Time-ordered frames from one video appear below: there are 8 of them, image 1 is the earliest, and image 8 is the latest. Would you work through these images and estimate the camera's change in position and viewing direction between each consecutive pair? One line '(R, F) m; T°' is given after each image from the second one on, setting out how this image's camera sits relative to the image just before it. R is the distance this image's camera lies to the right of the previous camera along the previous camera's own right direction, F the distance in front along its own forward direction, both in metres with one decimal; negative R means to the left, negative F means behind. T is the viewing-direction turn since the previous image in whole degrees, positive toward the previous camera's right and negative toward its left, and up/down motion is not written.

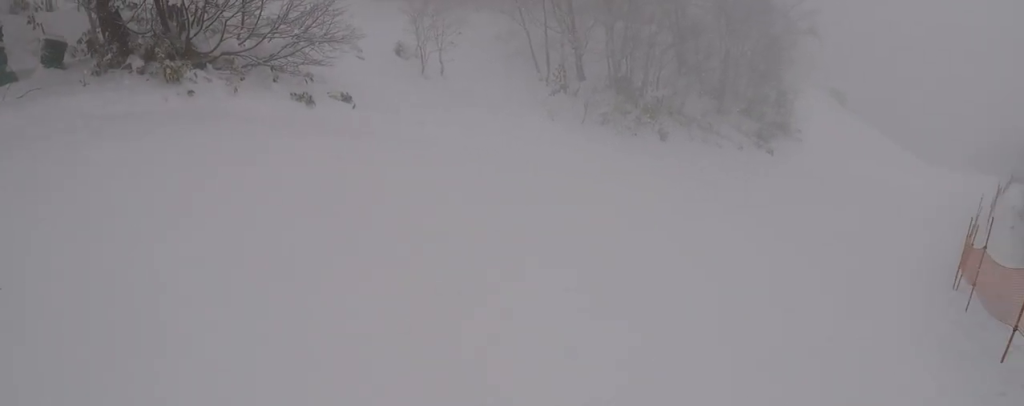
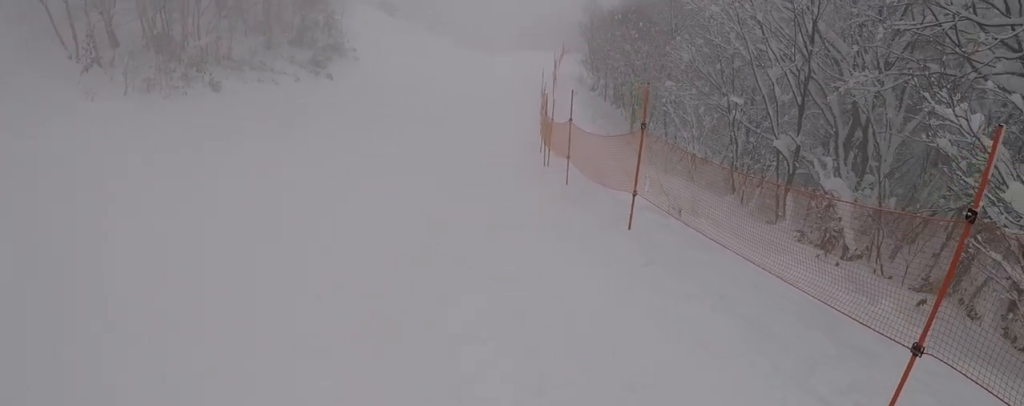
(-0.2, +2.5) m; -13°
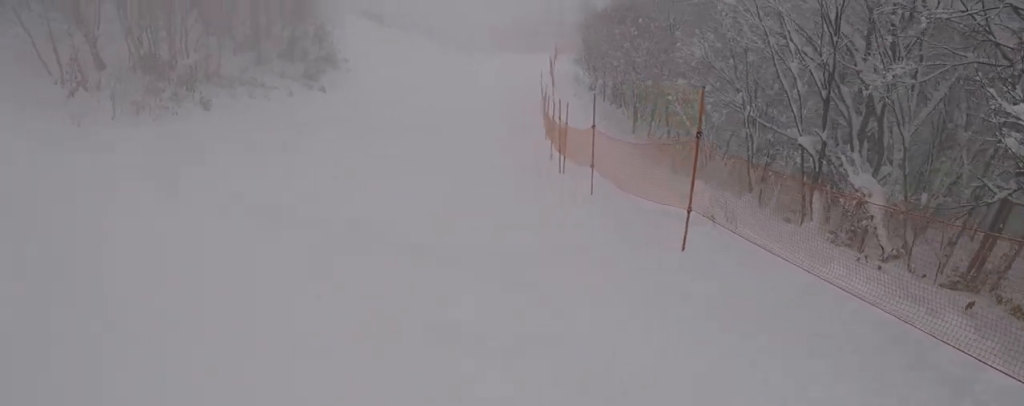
(-0.4, +2.0) m; +4°
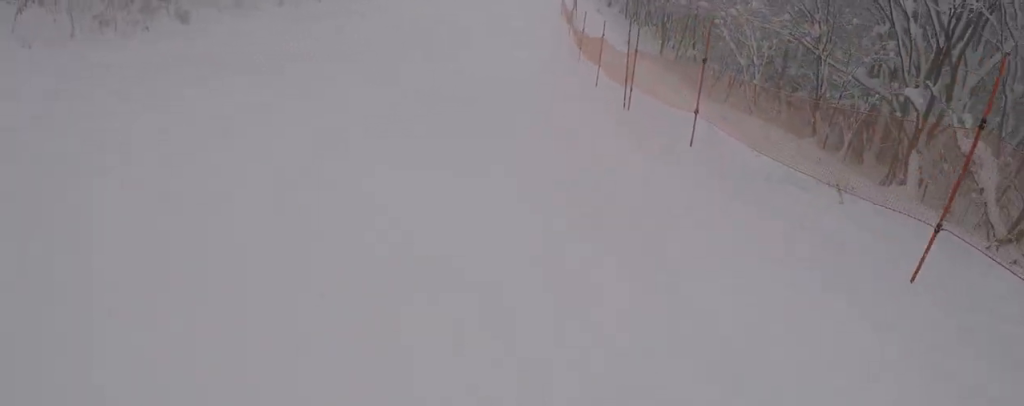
(+0.5, +4.7) m; +7°
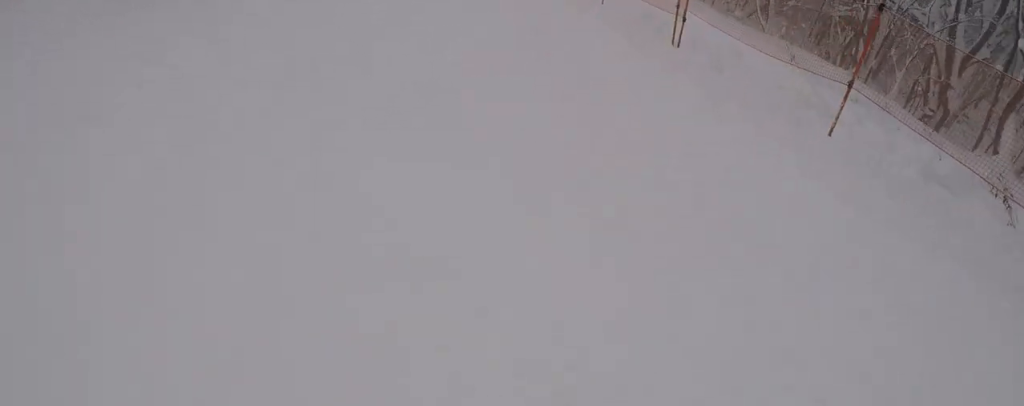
(+0.3, +4.8) m; +4°
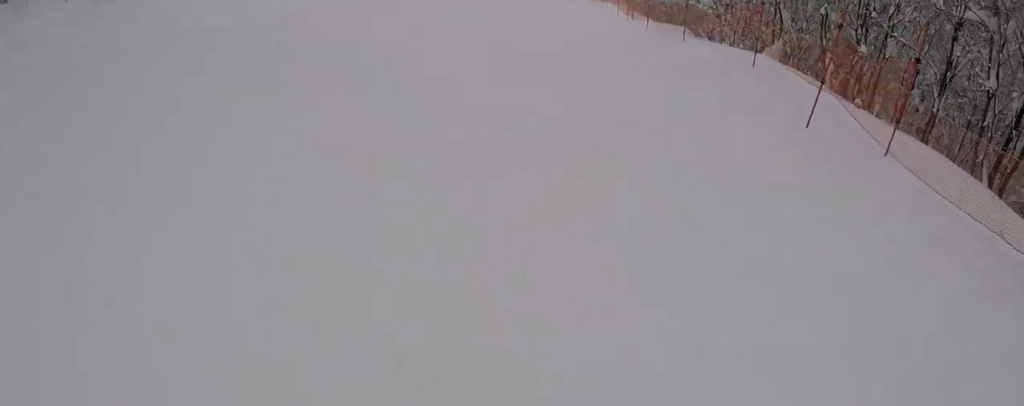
(+0.5, +19.2) m; +2°
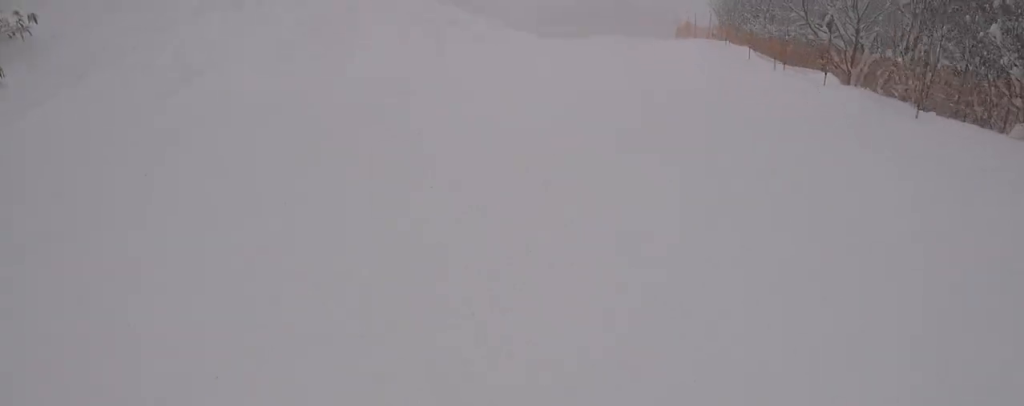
(-0.3, +5.5) m; +2°
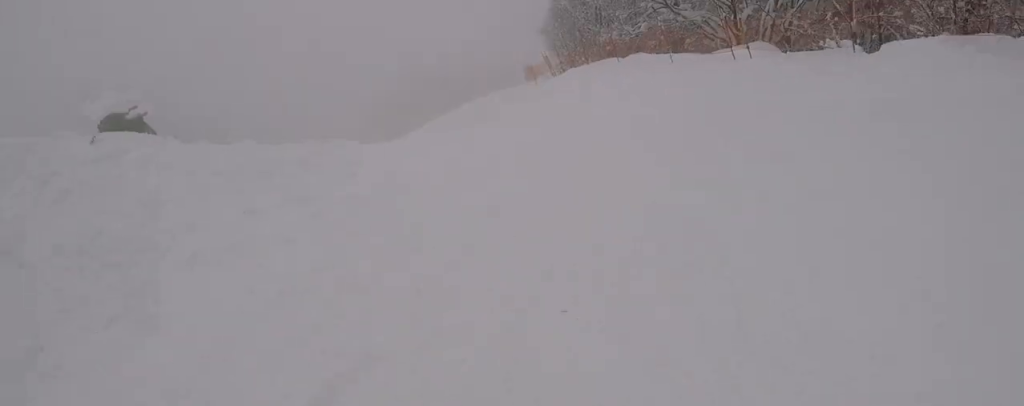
(+0.7, +5.5) m; +6°
